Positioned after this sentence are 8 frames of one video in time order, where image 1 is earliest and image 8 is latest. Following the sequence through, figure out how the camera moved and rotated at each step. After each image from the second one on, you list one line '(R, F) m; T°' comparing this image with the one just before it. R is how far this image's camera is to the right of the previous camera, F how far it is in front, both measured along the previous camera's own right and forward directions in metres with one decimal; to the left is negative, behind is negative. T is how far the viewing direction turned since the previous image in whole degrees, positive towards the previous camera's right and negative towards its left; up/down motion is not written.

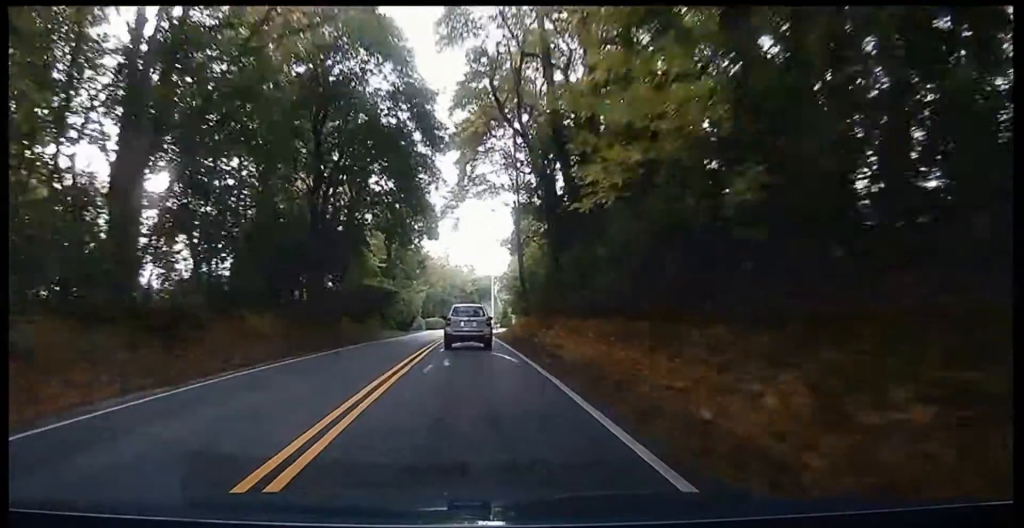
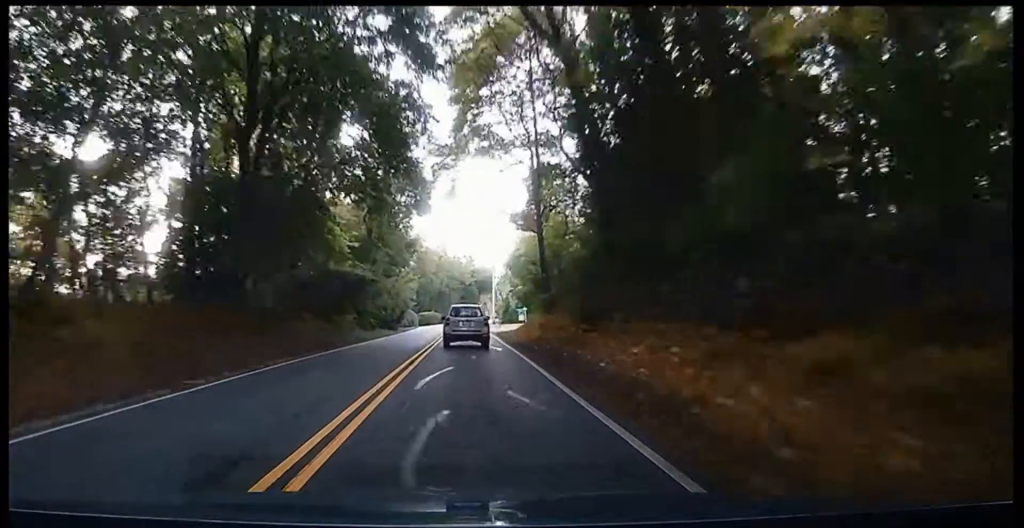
(+0.1, +12.0) m; -1°
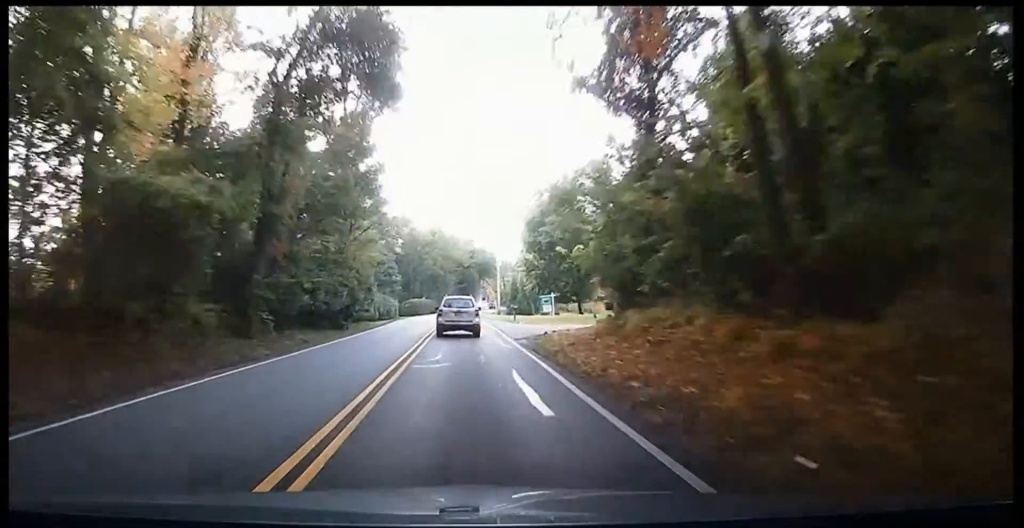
(-0.4, +25.3) m; 0°
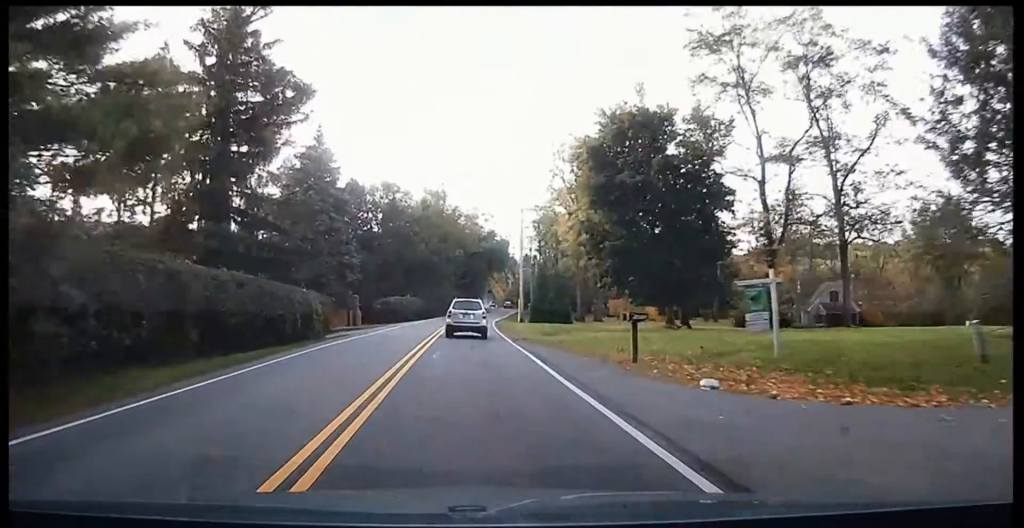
(+0.6, +35.8) m; +1°
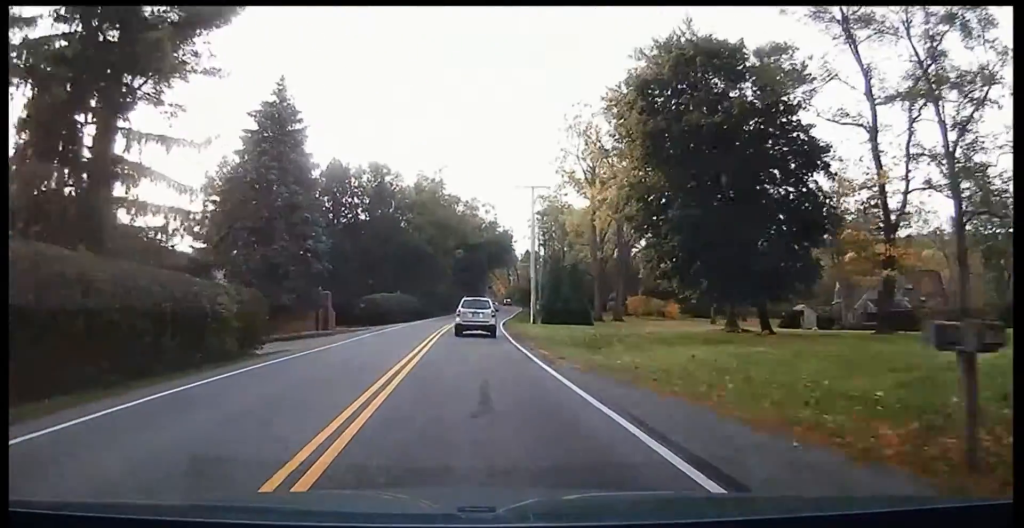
(-0.1, +11.5) m; 0°
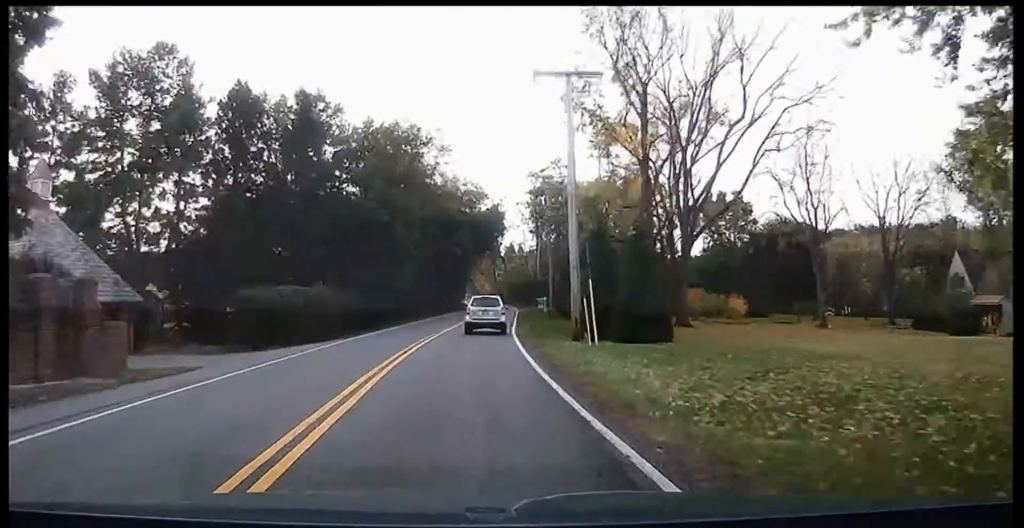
(0.0, +27.3) m; 0°
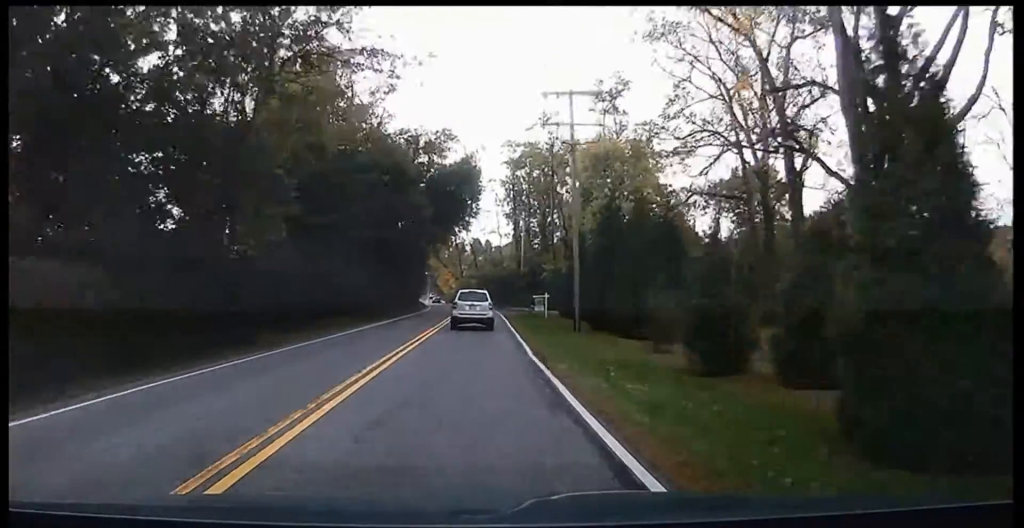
(-0.1, +29.5) m; +1°
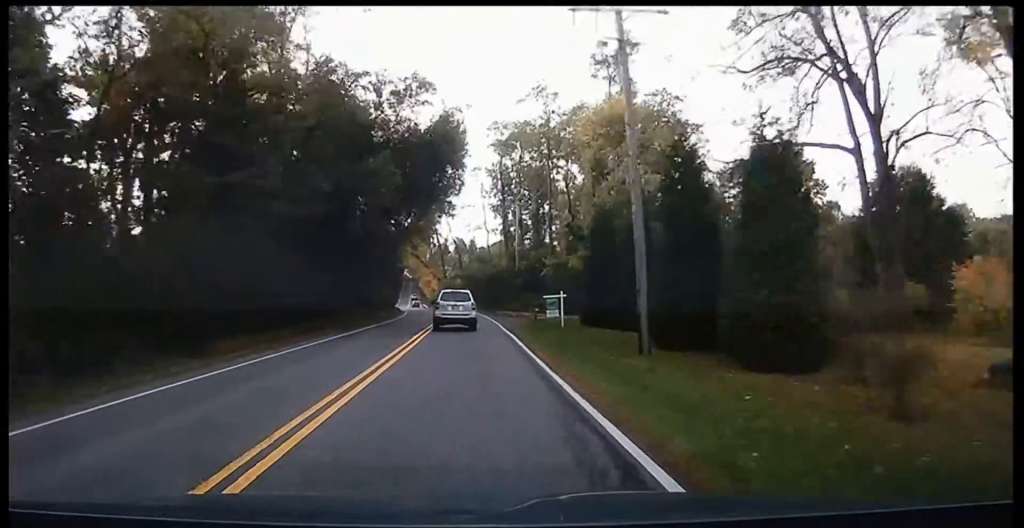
(+0.3, +13.0) m; +1°
